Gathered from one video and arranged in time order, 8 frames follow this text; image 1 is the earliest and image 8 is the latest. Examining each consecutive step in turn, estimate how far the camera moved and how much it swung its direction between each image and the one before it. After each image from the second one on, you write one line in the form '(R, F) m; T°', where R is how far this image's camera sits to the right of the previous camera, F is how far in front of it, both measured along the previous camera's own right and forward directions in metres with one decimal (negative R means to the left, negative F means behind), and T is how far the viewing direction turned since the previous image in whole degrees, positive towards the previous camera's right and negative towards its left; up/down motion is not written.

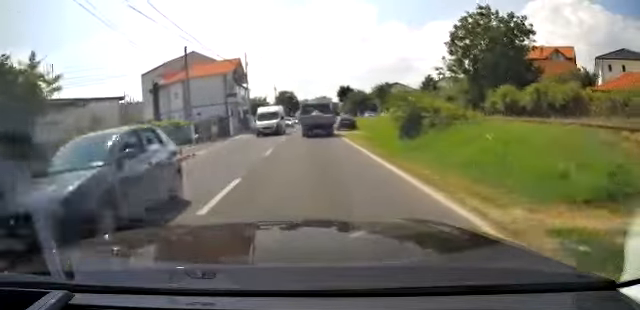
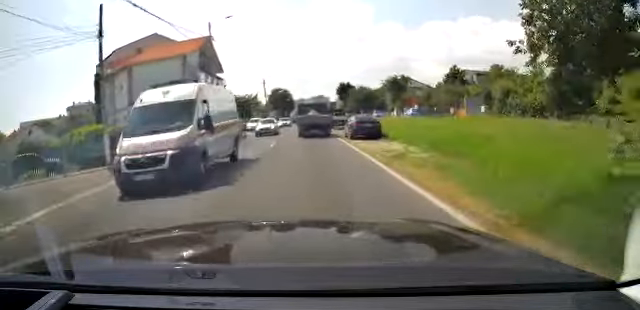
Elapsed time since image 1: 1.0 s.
(-0.1, +13.4) m; 0°
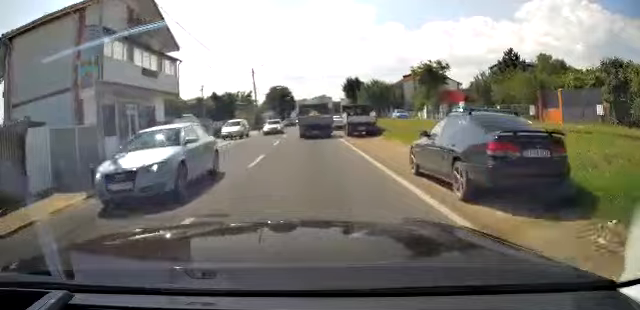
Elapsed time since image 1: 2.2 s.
(0.0, +15.0) m; 0°
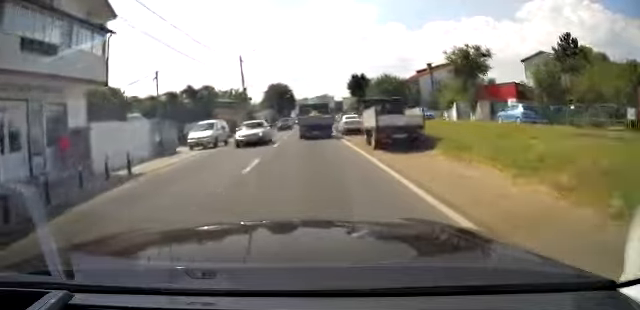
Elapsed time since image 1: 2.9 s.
(0.0, +9.4) m; +1°
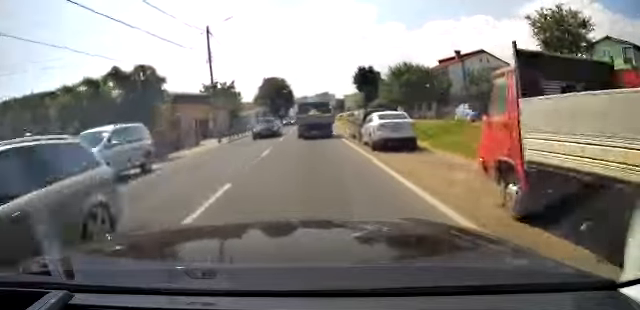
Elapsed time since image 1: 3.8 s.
(+0.2, +13.0) m; 0°
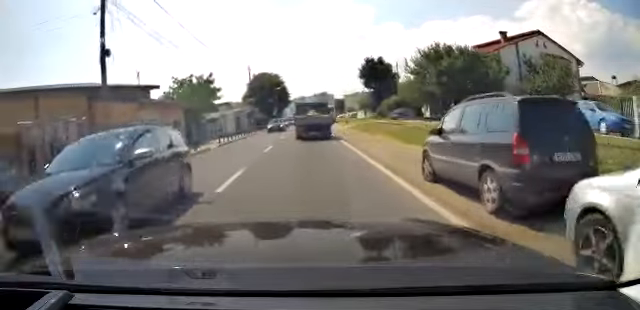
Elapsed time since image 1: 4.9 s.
(-0.1, +14.5) m; -1°
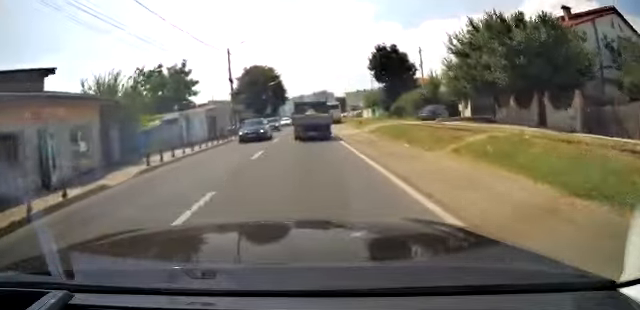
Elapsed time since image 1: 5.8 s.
(0.0, +11.7) m; 0°
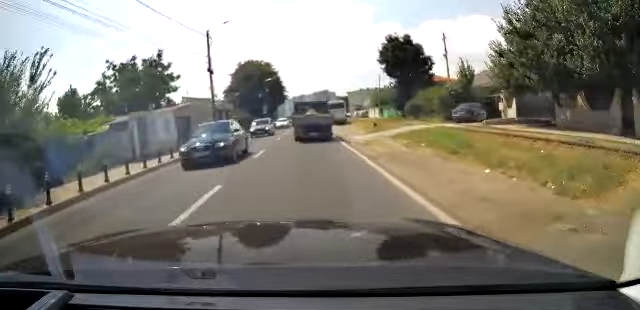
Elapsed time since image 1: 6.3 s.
(0.0, +7.6) m; 0°
